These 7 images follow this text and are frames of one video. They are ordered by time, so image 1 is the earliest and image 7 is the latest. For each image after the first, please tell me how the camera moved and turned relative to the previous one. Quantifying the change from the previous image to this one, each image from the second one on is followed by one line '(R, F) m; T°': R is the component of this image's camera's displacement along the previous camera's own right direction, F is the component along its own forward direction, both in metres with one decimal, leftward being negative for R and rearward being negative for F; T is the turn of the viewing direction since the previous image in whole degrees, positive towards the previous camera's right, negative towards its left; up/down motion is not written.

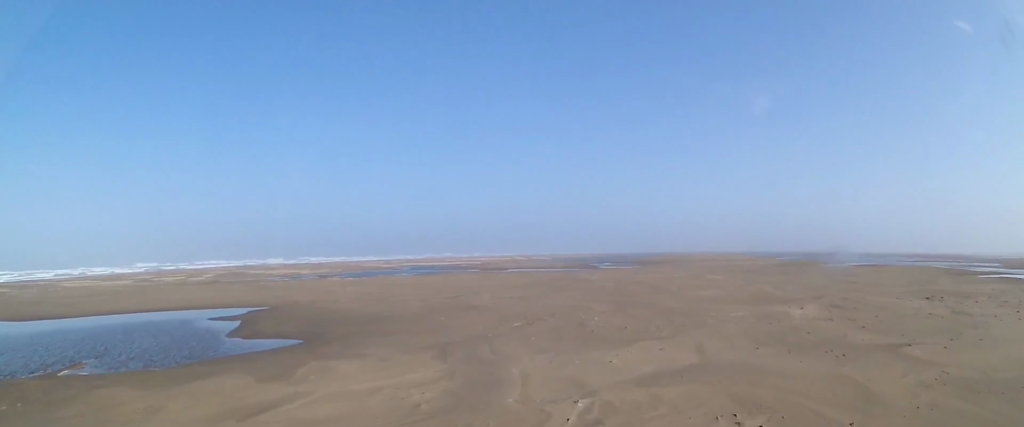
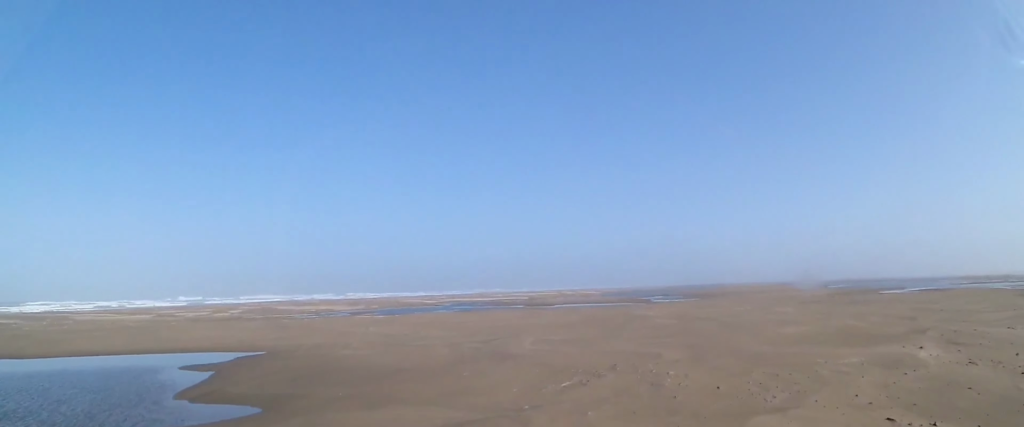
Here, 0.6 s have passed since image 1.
(+0.5, +4.2) m; -1°
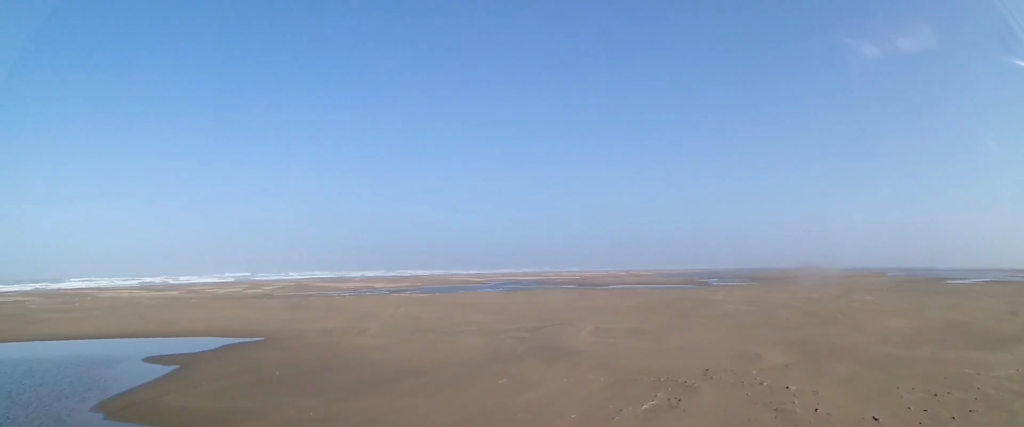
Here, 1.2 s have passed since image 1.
(-0.4, +3.7) m; -4°
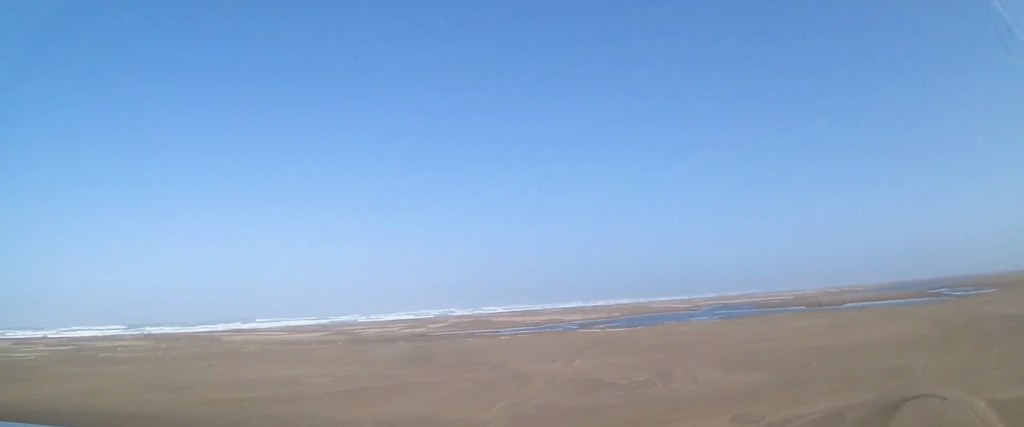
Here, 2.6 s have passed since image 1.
(-0.8, +9.8) m; -13°
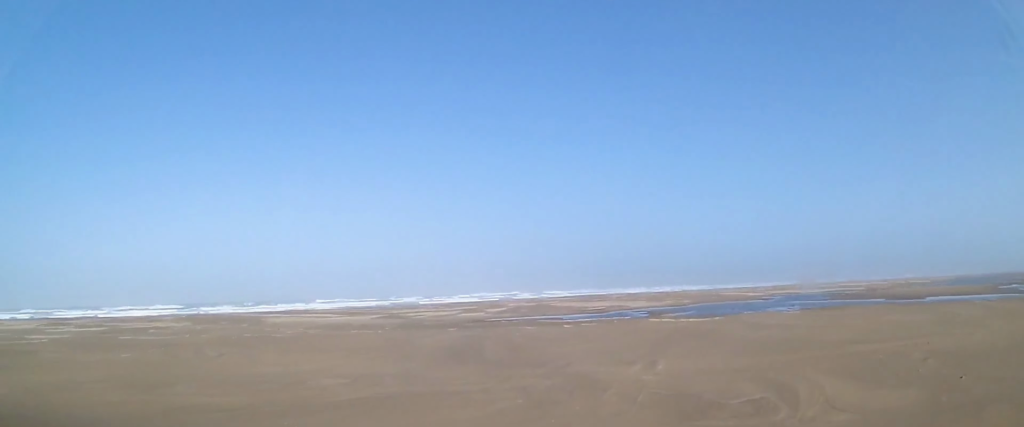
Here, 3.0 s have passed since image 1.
(-0.3, +3.1) m; -6°
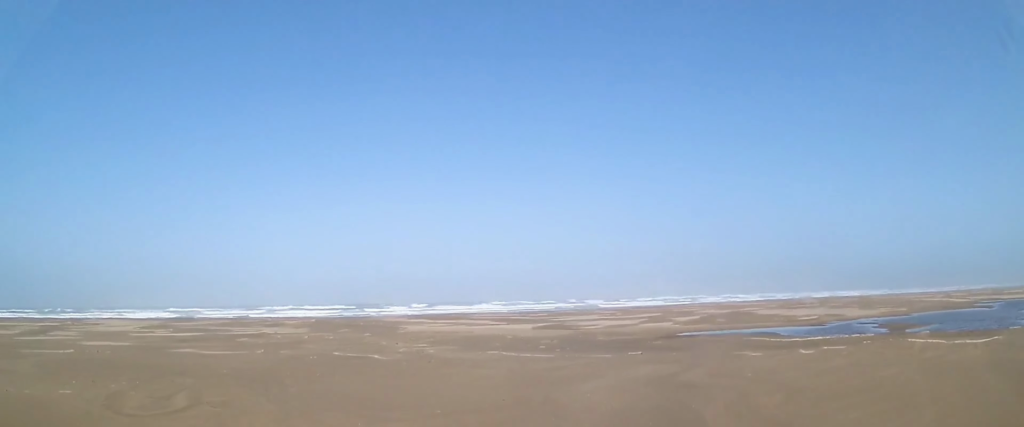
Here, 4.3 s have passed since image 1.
(-1.4, +8.9) m; -15°
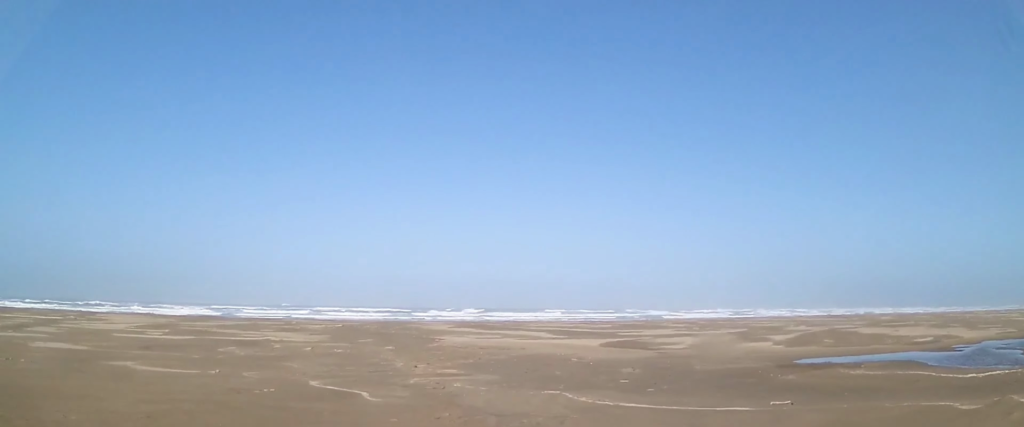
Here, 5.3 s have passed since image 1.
(-0.6, +6.8) m; -10°
